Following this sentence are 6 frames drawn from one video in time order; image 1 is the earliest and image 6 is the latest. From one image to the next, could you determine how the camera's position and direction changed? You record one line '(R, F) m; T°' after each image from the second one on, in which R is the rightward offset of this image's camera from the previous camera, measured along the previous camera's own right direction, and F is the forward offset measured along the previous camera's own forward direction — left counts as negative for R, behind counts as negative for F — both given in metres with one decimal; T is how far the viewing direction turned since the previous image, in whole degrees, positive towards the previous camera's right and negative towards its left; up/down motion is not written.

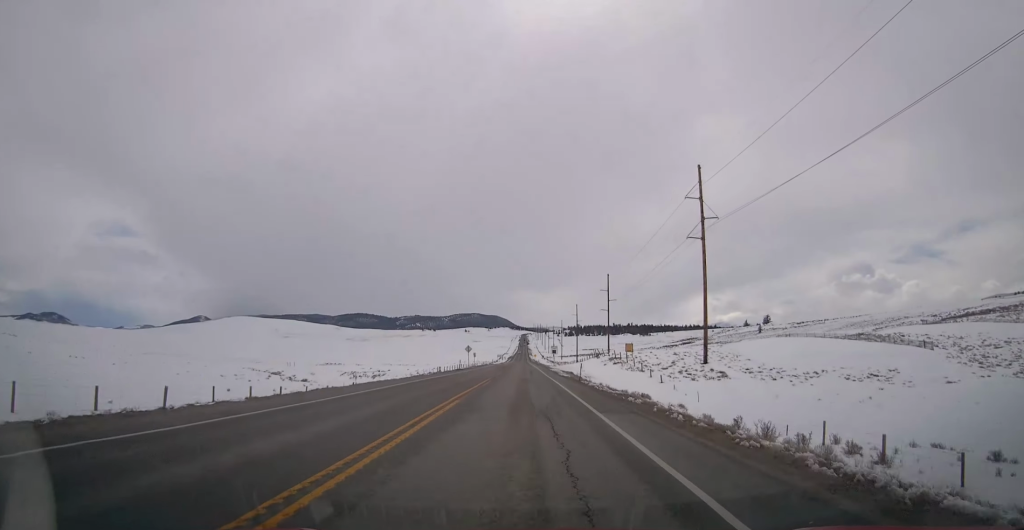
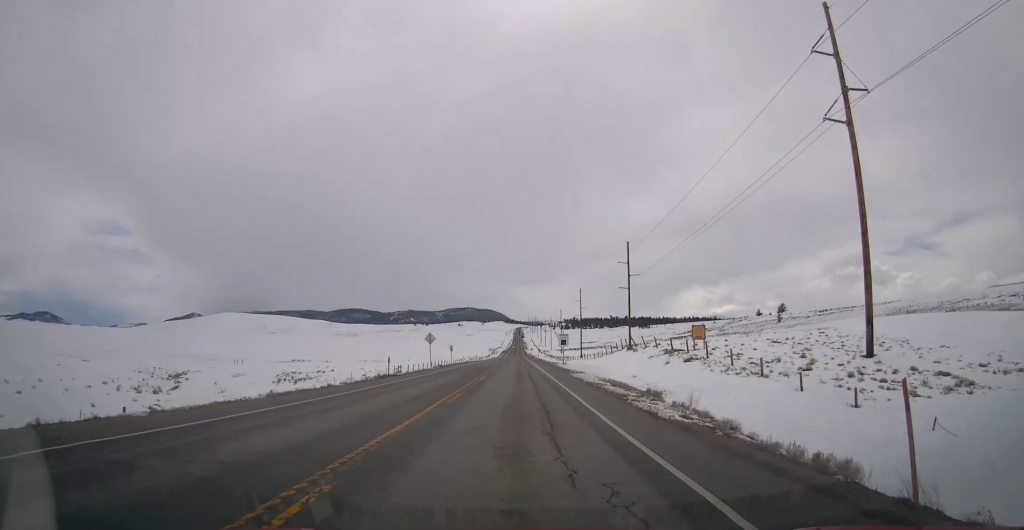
(-0.6, +34.6) m; 0°
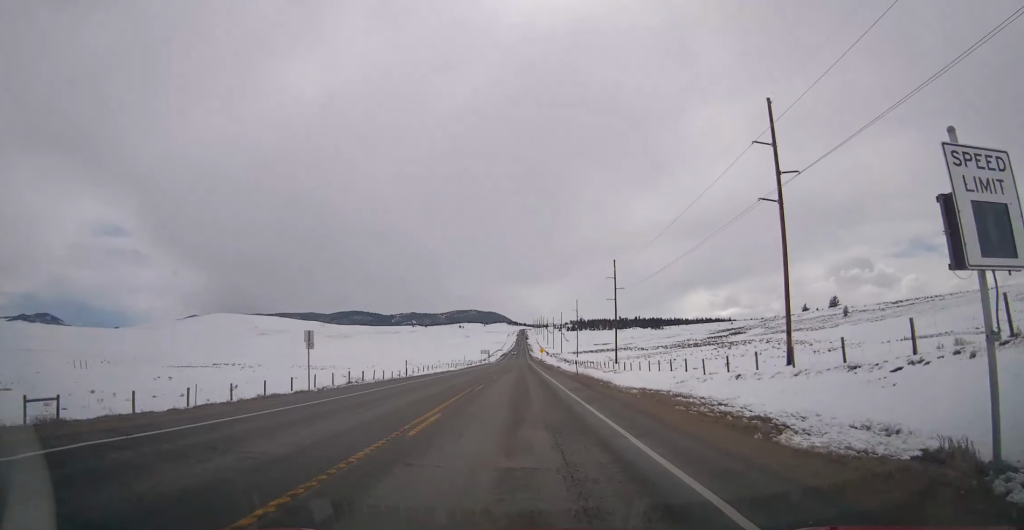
(+0.8, +66.6) m; 0°
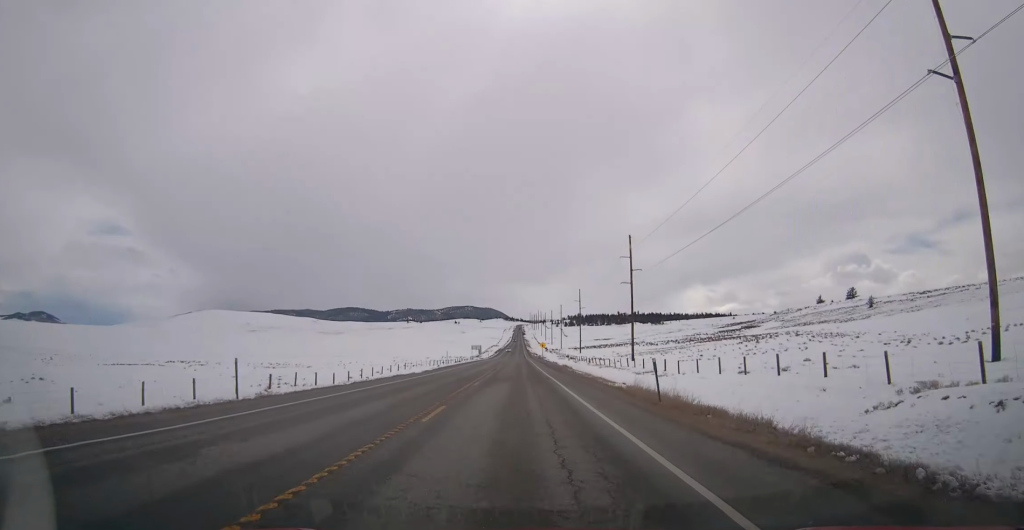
(-0.1, +23.5) m; 0°
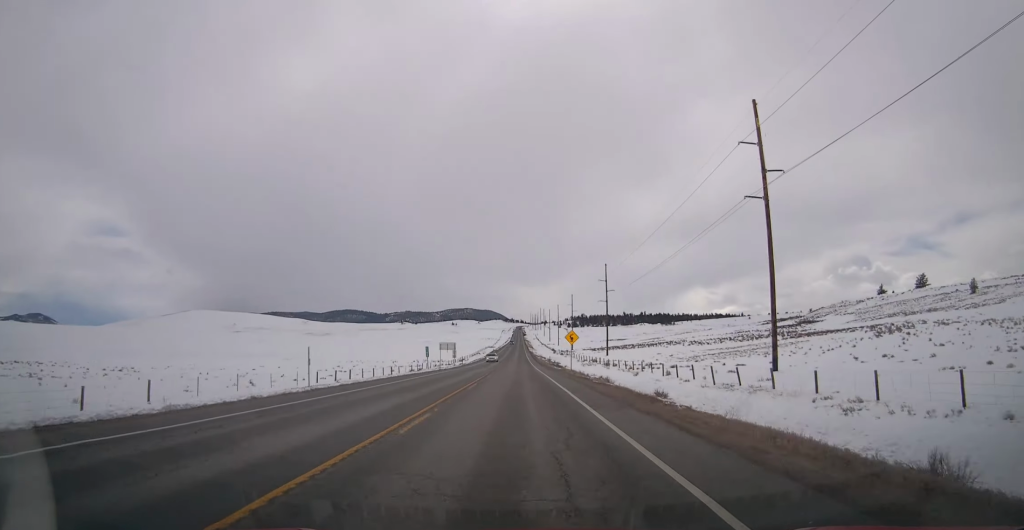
(-0.3, +61.4) m; 0°
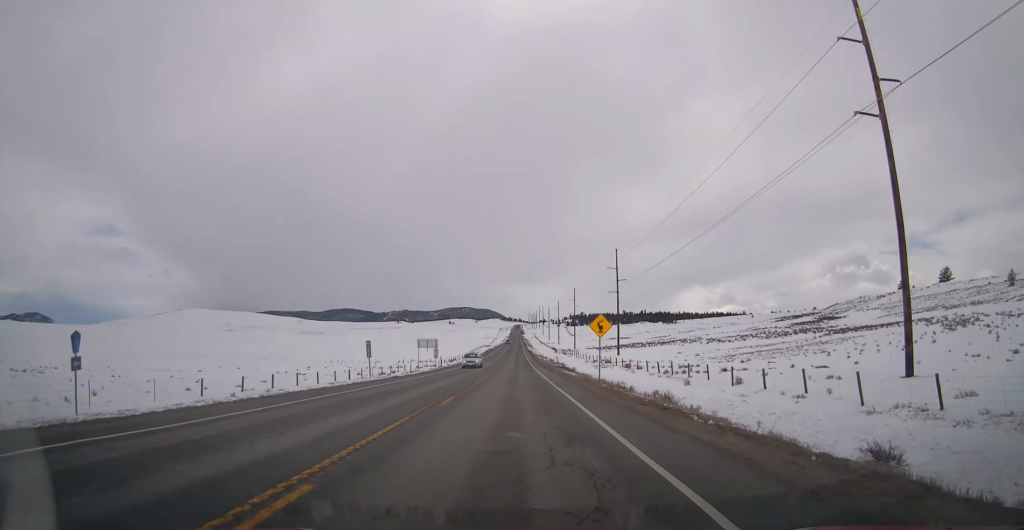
(0.0, +18.6) m; +1°
